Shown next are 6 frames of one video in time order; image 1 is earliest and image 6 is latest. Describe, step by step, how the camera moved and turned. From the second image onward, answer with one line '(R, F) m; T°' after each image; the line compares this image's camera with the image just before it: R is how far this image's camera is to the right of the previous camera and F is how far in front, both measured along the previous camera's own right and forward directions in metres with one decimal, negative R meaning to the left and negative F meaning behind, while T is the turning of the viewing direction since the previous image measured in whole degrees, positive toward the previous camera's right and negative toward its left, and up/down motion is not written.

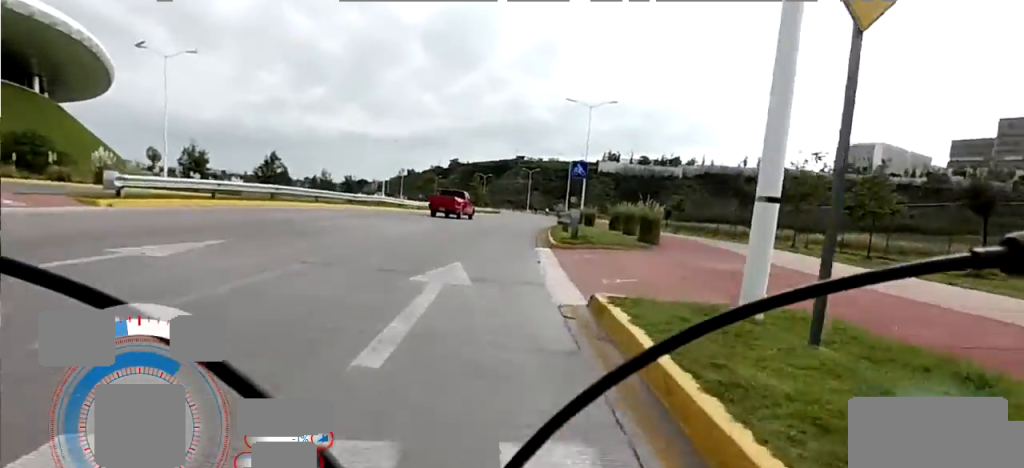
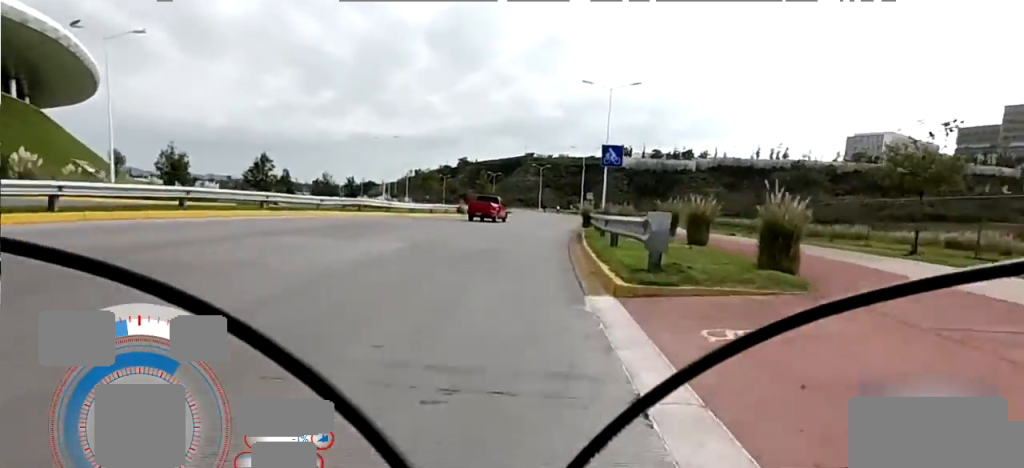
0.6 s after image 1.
(0.0, +5.9) m; 0°
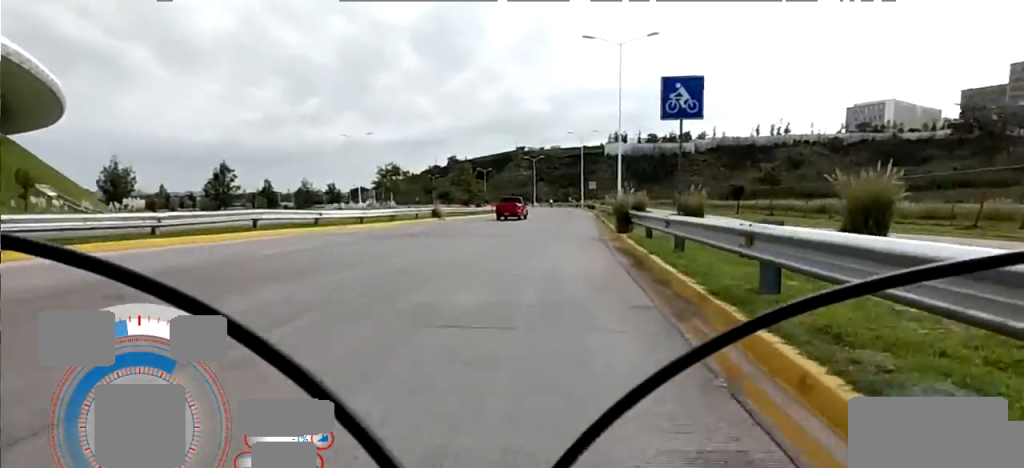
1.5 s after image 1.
(0.0, +9.1) m; 0°
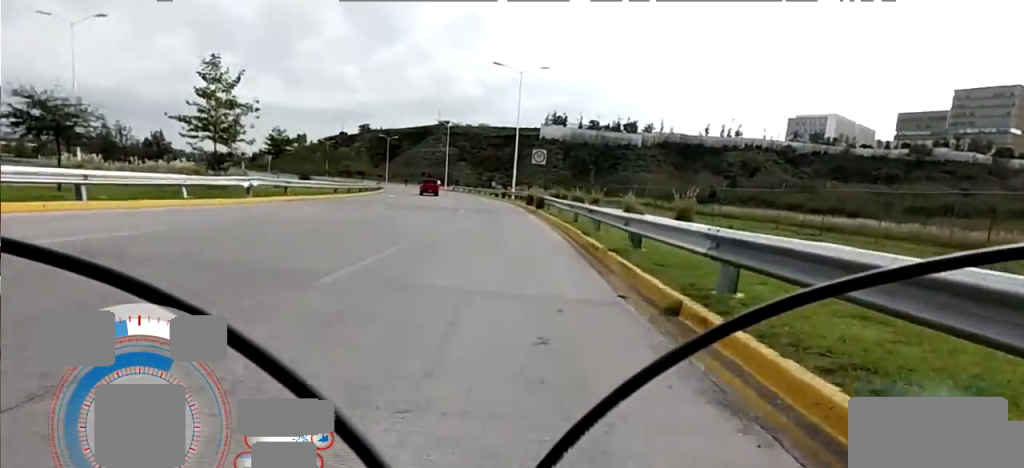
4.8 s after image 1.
(0.0, +31.9) m; +1°
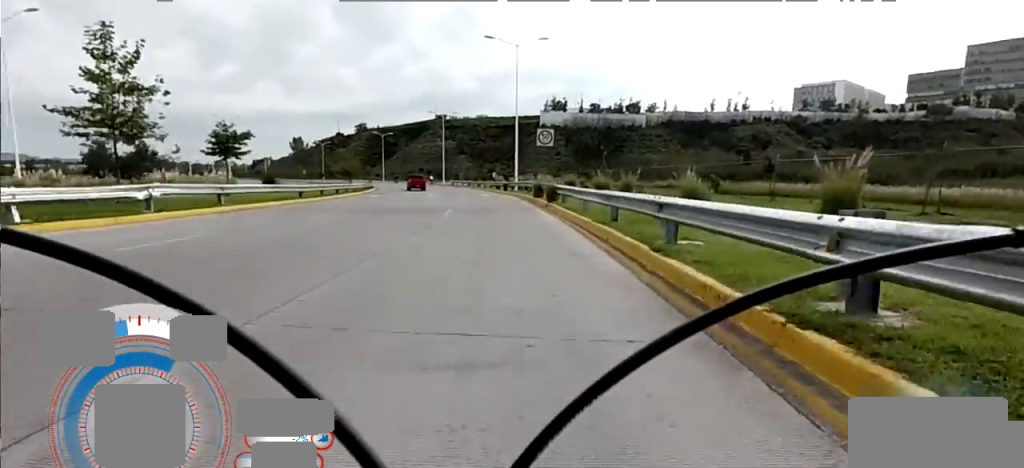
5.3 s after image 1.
(-0.1, +5.4) m; +2°
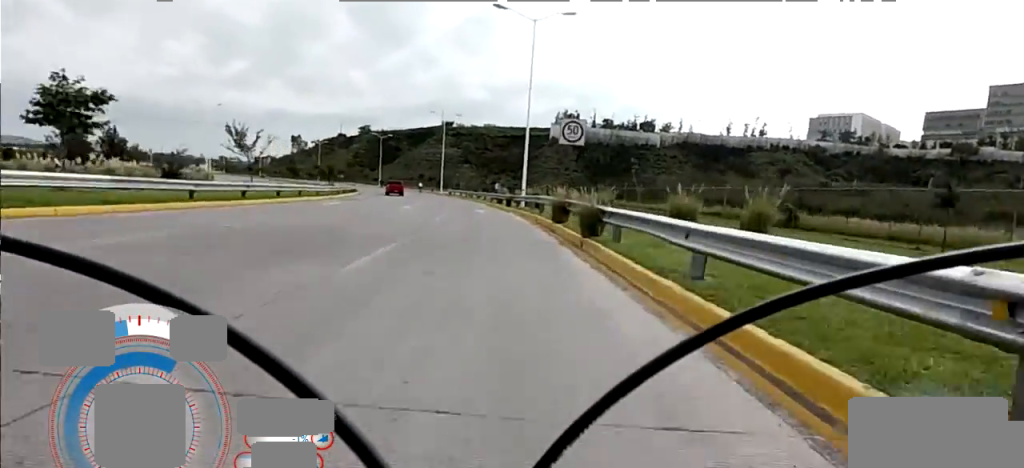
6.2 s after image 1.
(+0.3, +8.5) m; +3°
